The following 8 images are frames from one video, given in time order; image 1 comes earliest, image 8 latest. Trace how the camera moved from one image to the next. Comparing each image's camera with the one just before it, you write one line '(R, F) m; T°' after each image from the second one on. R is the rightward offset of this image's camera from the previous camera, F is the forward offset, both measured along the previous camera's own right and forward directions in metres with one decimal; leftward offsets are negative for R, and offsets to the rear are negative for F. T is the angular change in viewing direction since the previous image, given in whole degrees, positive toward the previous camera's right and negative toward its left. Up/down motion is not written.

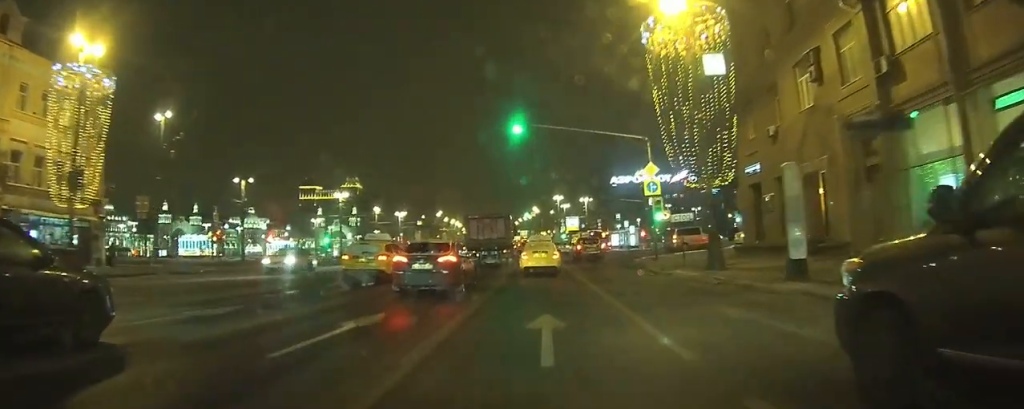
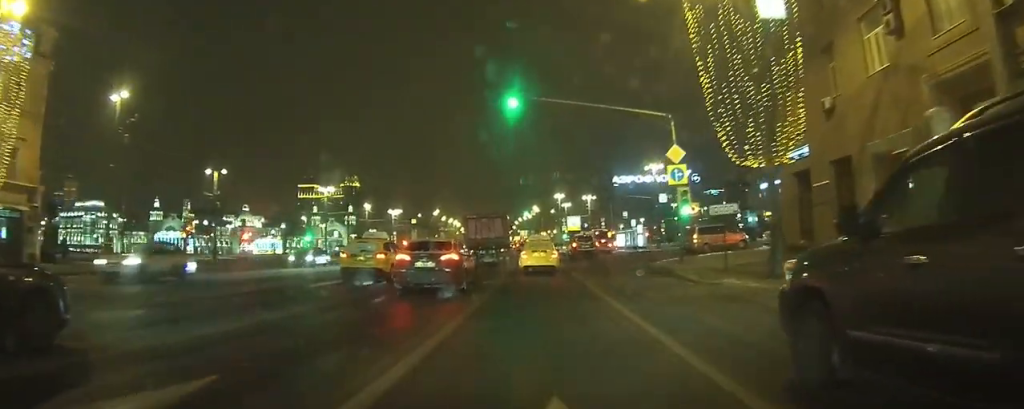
(-0.1, +6.2) m; -1°
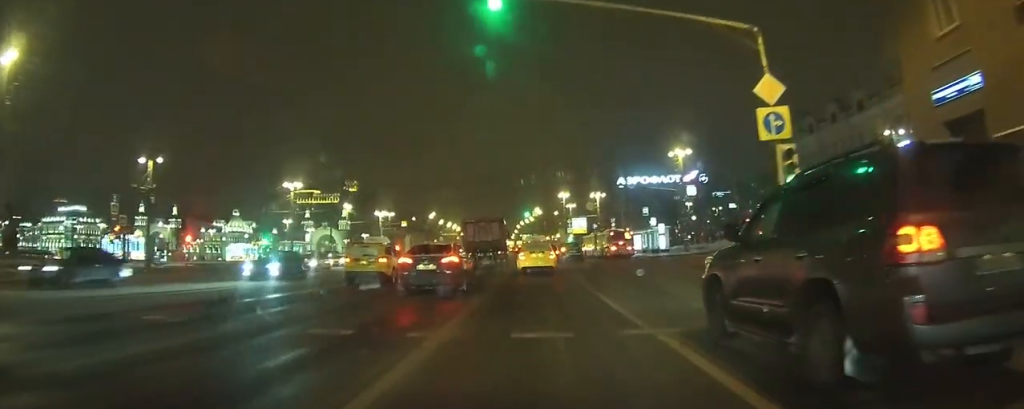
(-0.1, +11.8) m; -1°
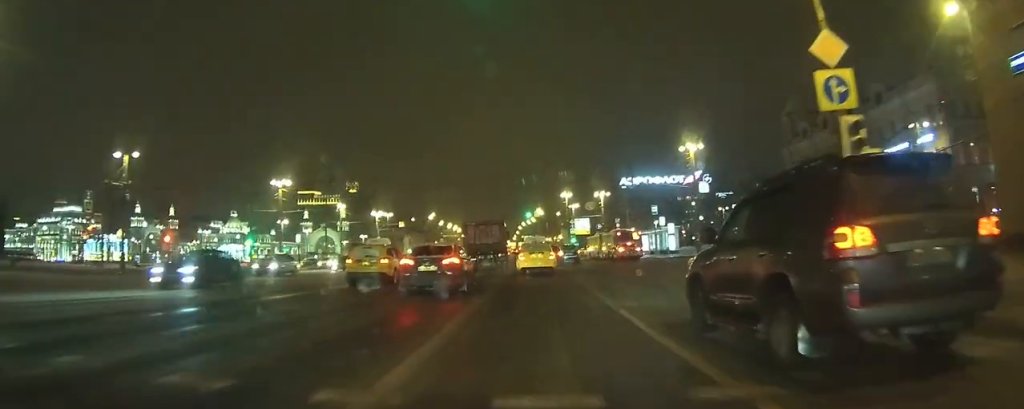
(0.0, +3.7) m; 0°
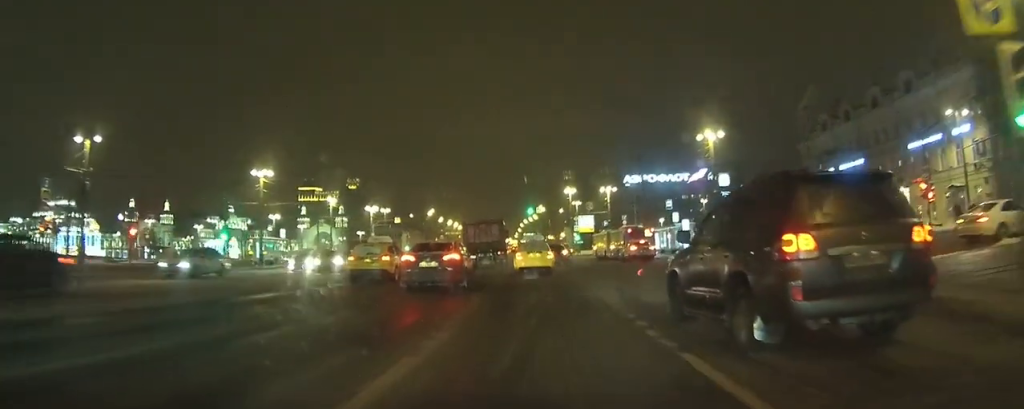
(0.0, +5.0) m; 0°
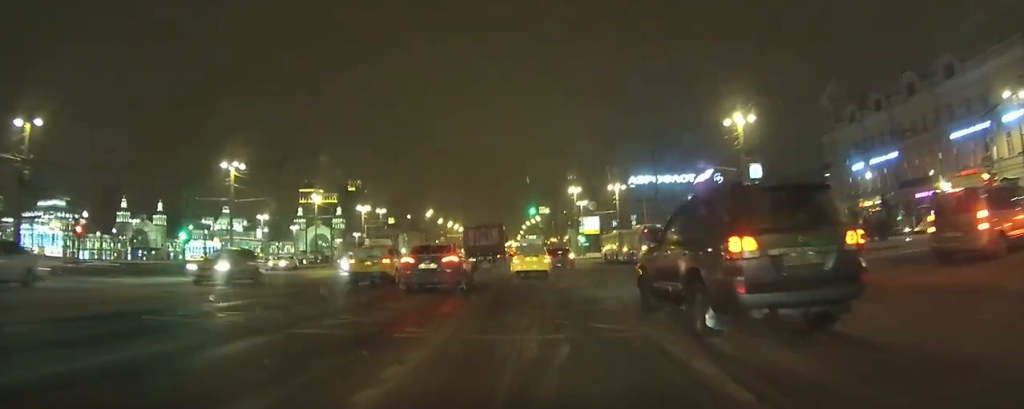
(0.0, +6.4) m; 0°
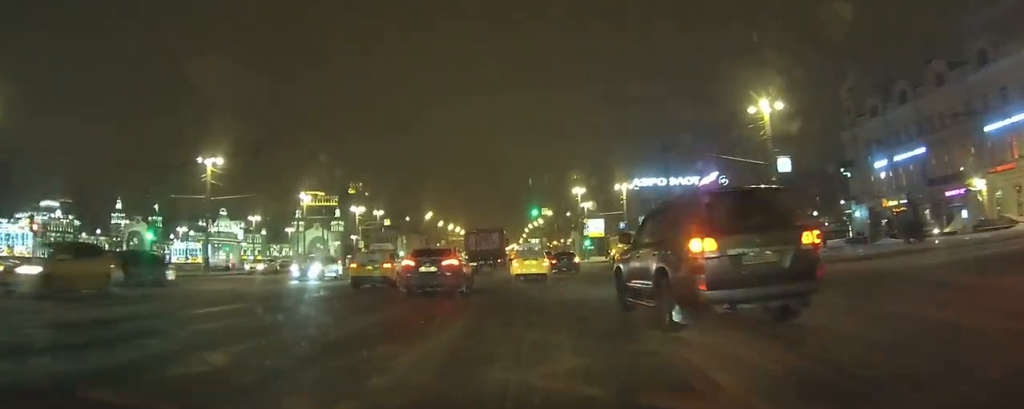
(0.0, +4.4) m; 0°
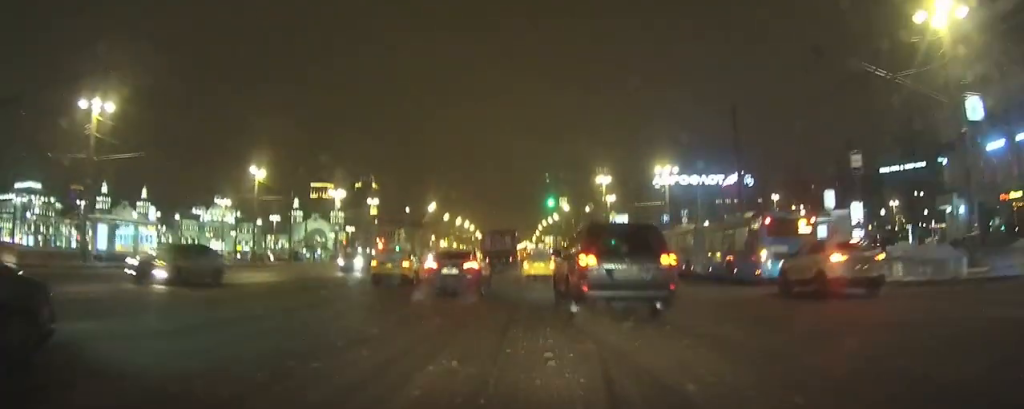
(-0.1, +16.3) m; 0°
